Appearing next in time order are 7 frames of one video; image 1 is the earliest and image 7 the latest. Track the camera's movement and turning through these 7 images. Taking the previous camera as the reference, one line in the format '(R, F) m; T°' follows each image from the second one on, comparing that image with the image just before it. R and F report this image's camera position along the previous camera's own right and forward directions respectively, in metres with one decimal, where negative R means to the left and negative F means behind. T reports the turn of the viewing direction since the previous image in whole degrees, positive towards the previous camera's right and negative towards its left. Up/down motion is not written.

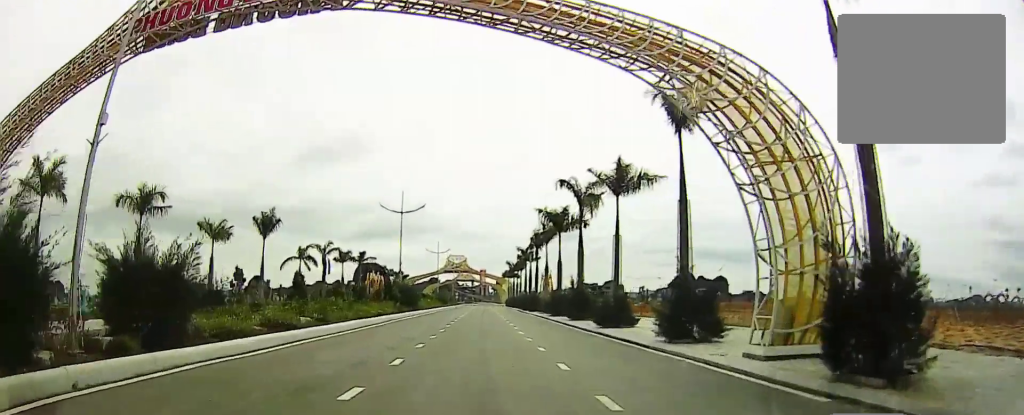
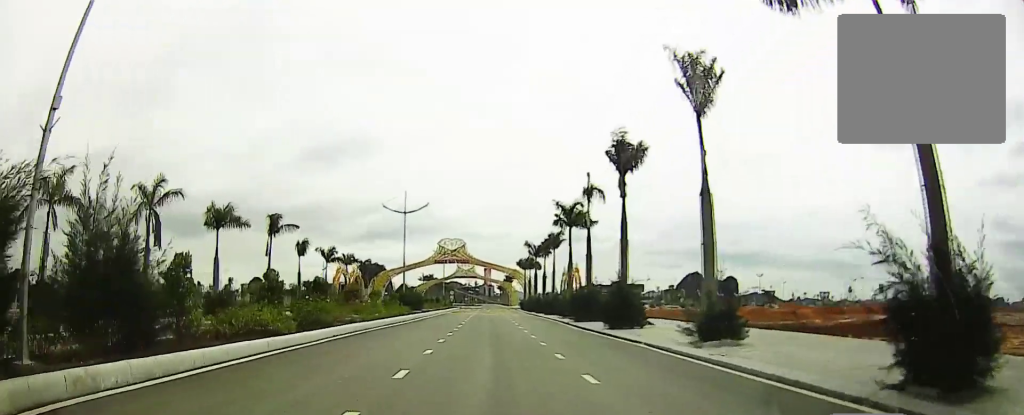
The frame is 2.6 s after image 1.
(+0.9, +41.4) m; -1°
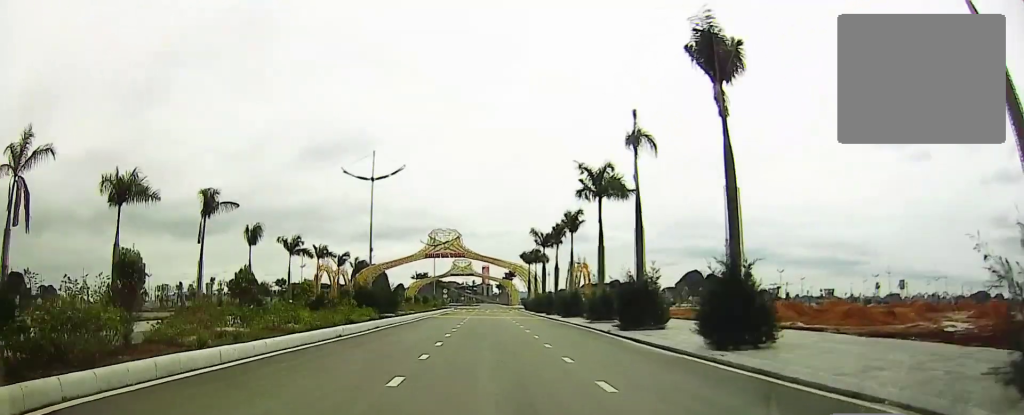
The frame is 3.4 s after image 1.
(-0.3, +11.4) m; 0°
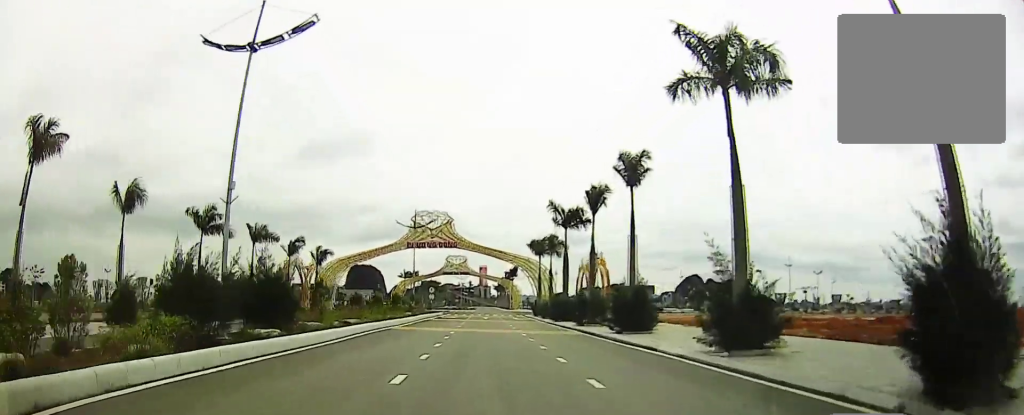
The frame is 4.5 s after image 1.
(+0.2, +16.4) m; +2°
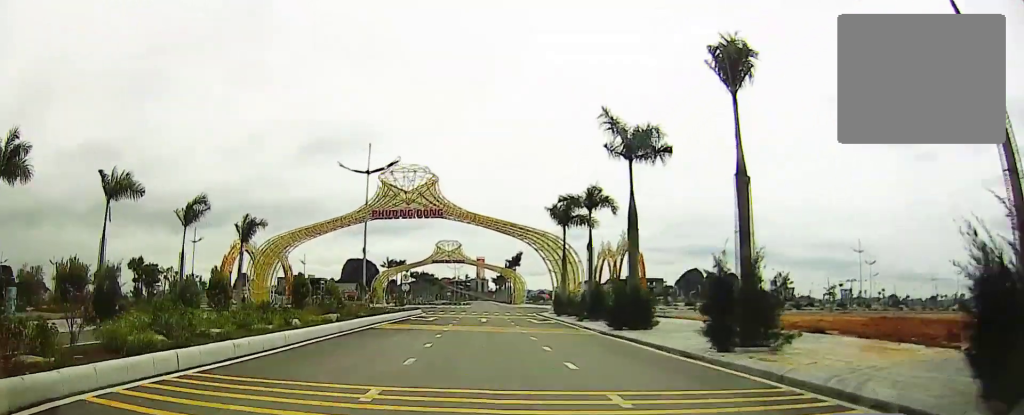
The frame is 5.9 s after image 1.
(+0.2, +21.1) m; -1°
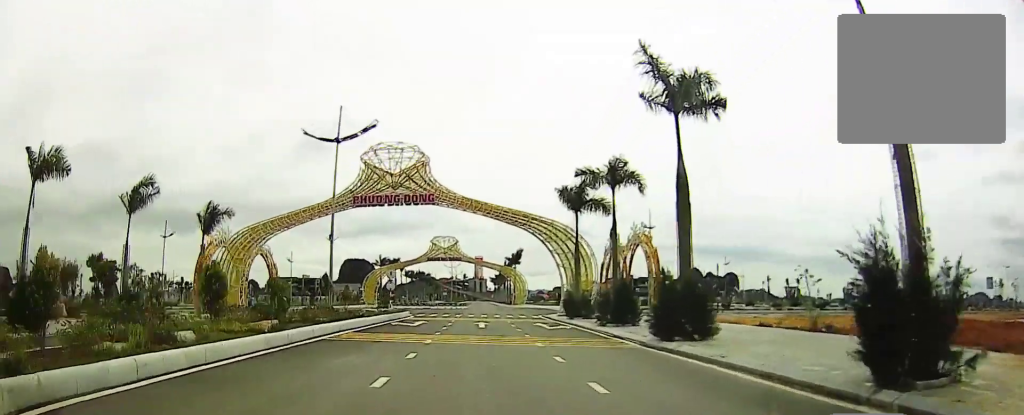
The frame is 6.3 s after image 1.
(-0.2, +7.4) m; -1°
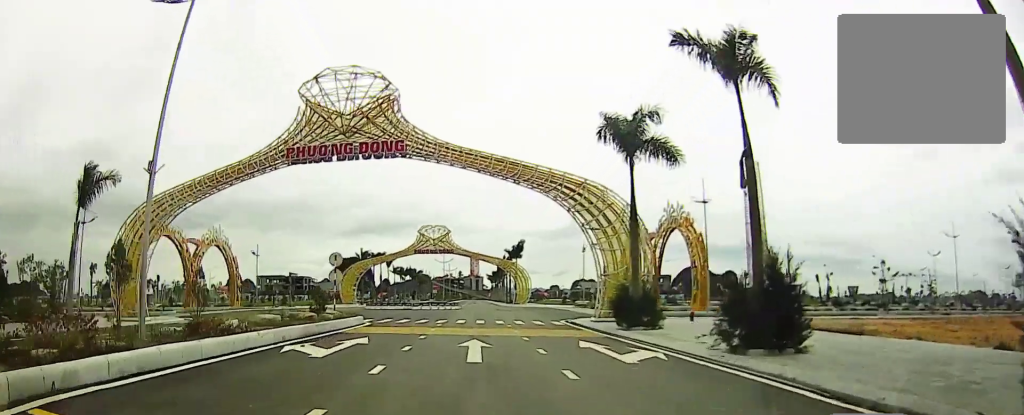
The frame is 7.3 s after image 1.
(-0.1, +17.5) m; 0°
